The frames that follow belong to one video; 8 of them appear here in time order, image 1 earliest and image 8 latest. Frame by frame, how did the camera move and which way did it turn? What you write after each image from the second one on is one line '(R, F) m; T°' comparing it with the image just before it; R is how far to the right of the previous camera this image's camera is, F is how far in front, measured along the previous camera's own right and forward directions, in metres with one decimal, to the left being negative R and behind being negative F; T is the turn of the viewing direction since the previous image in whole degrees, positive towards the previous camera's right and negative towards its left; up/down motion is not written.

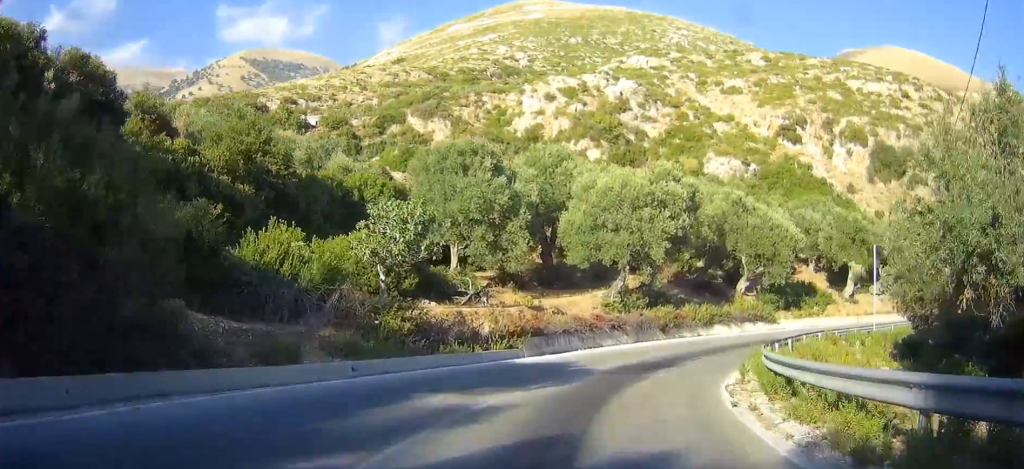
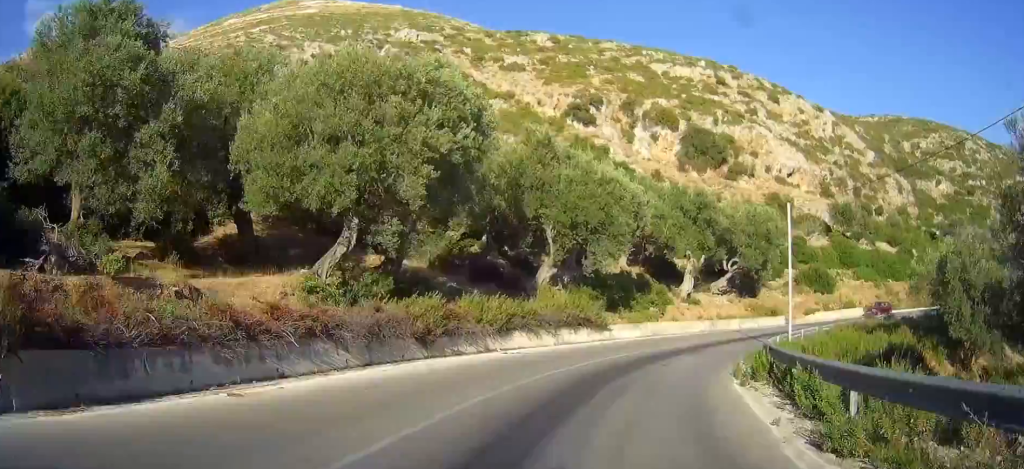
(0.0, +17.5) m; 0°
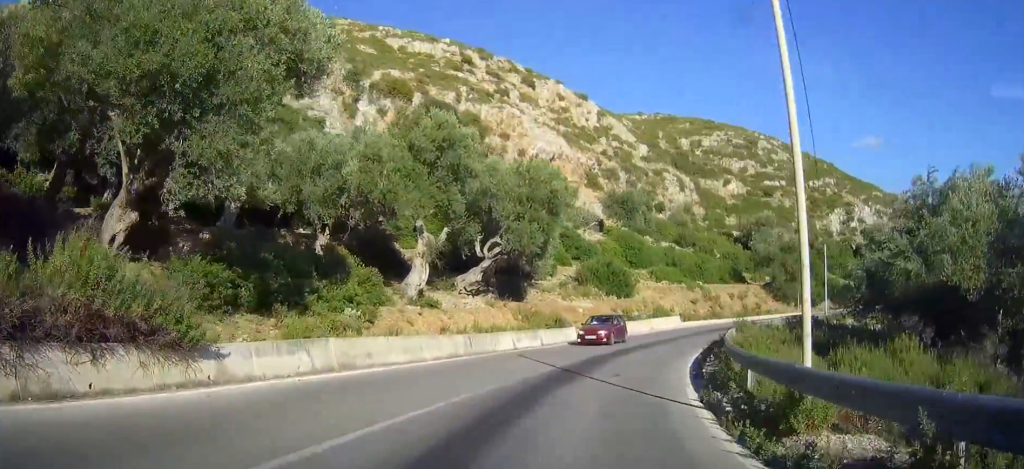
(0.0, +19.4) m; +1°
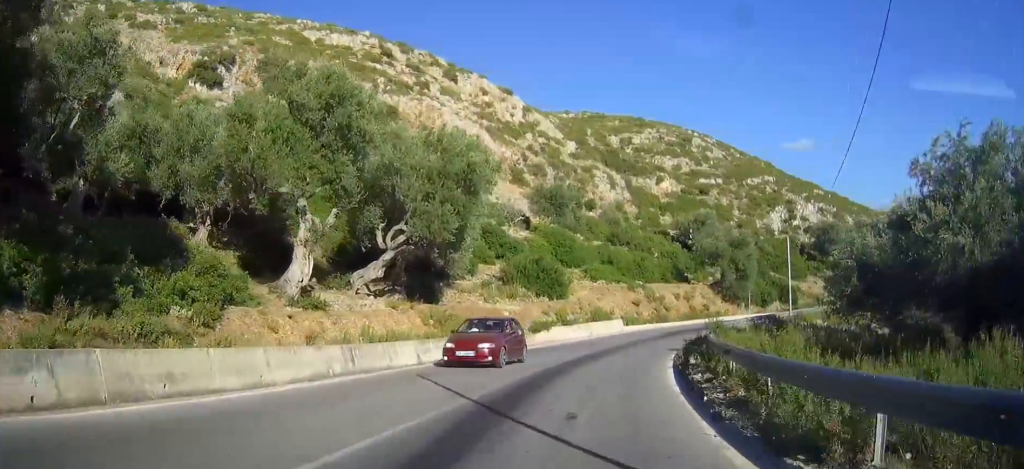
(0.0, +6.6) m; +7°
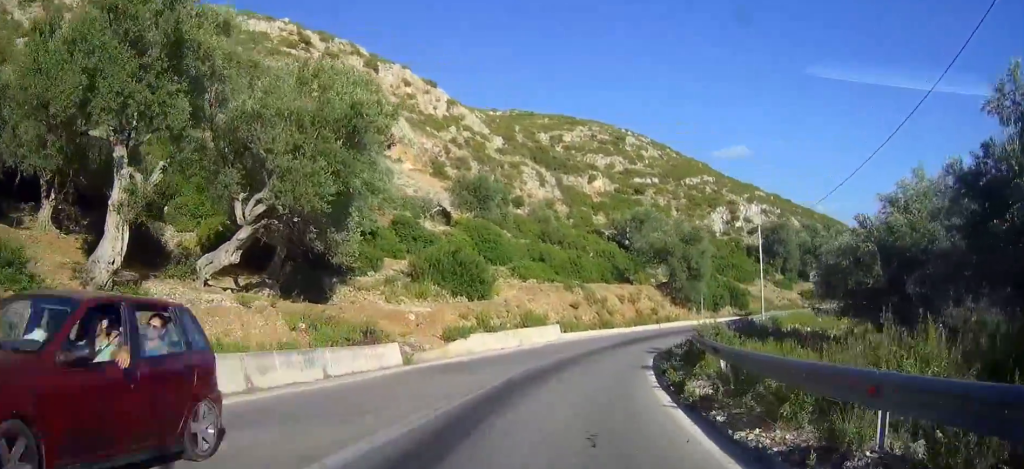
(-0.8, +7.9) m; +14°
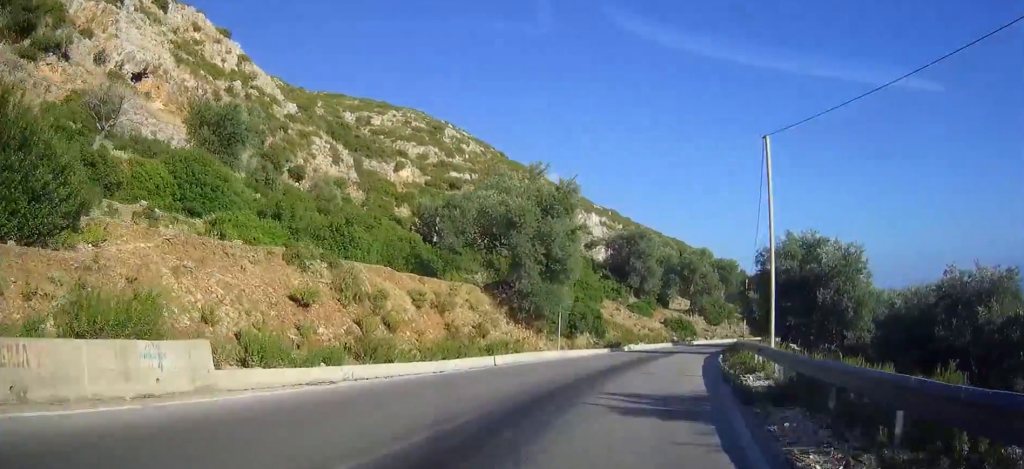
(+9.8, +22.4) m; +35°
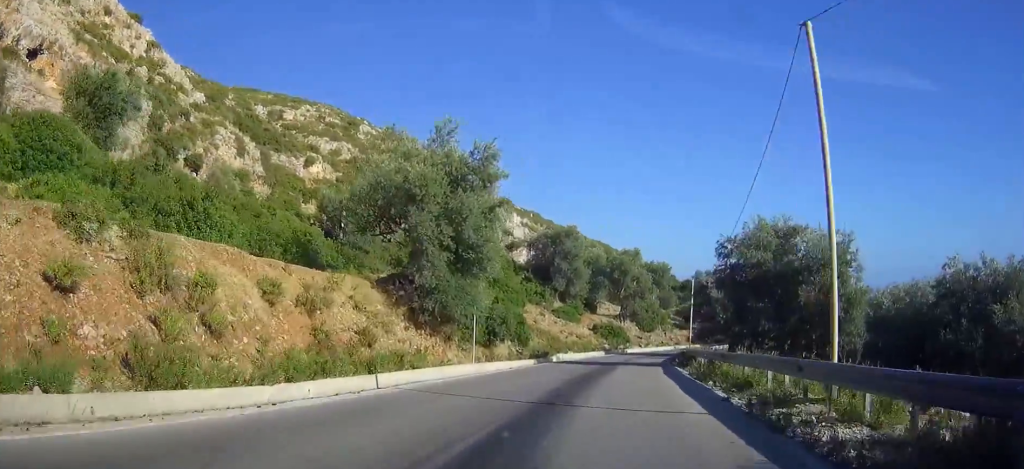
(+0.6, +7.3) m; +5°
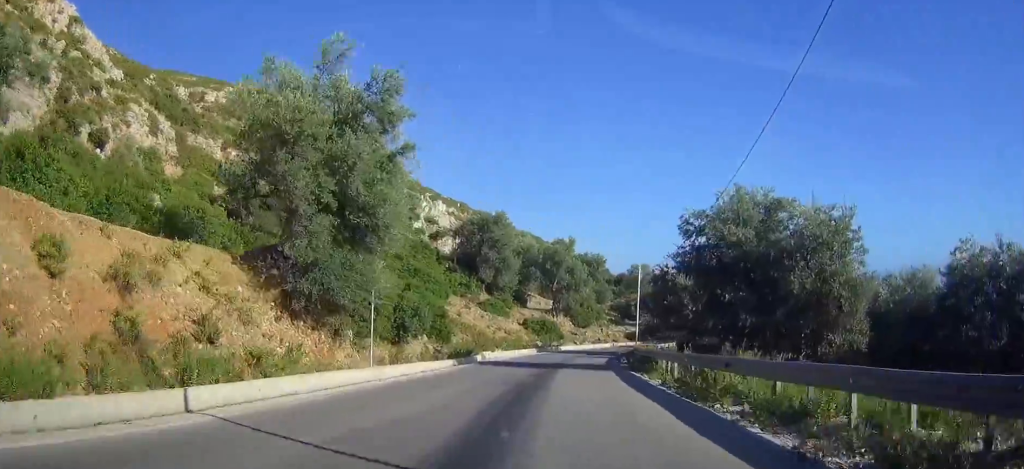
(+0.6, +6.5) m; +3°
